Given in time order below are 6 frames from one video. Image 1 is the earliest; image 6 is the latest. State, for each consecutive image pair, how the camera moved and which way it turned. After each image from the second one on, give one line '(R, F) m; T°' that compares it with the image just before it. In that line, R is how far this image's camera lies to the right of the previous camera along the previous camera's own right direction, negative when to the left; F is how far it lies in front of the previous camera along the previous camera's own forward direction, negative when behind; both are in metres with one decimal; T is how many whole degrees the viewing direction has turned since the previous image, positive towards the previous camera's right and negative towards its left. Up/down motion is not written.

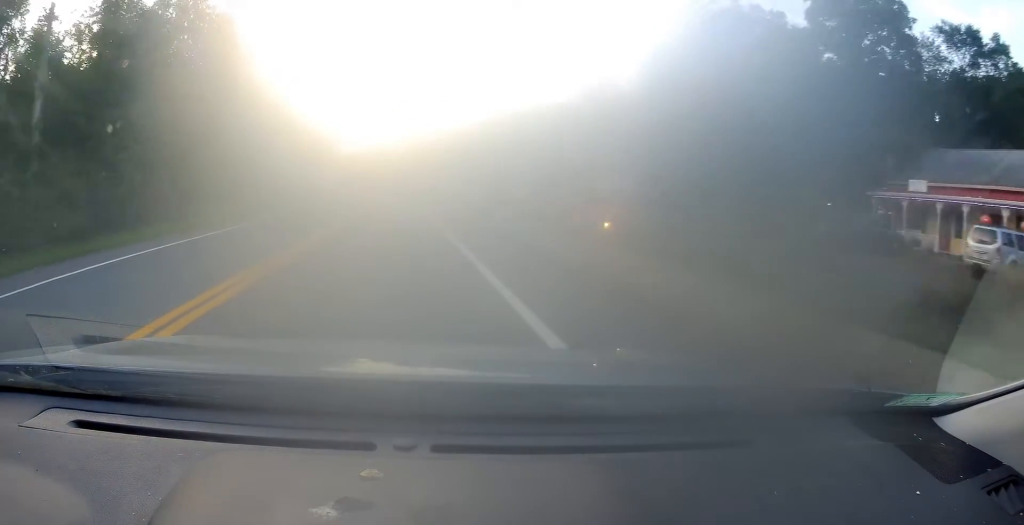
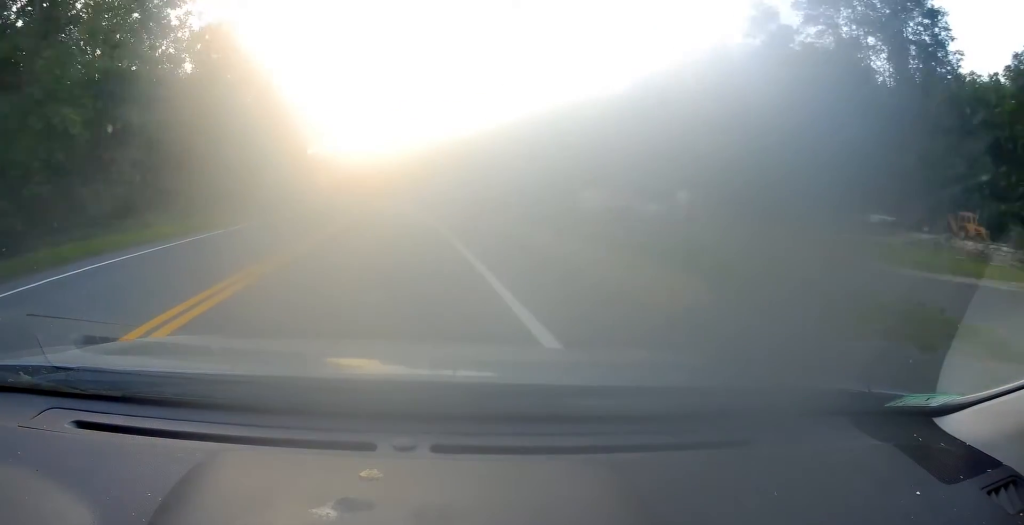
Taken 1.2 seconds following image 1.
(-0.6, +24.3) m; -3°
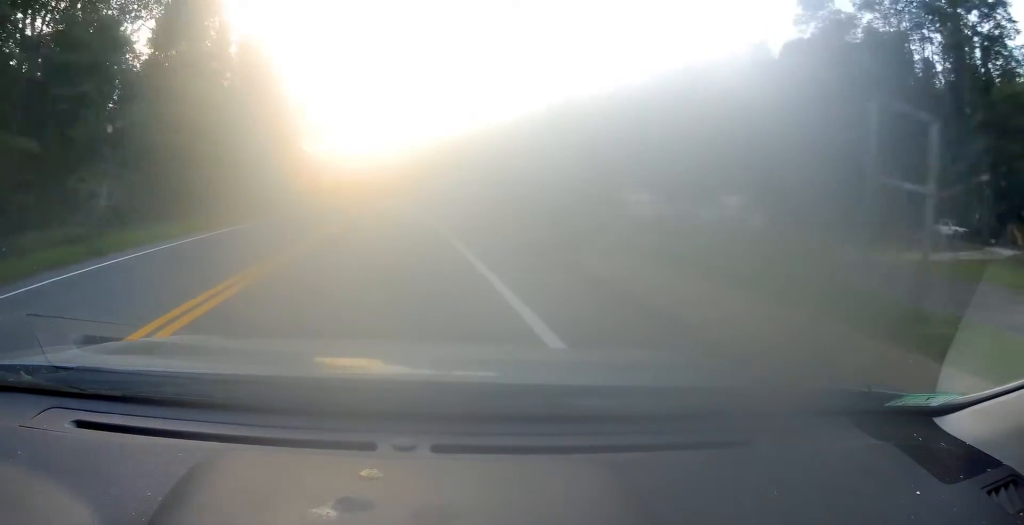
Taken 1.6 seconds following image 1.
(-0.3, +8.7) m; -1°
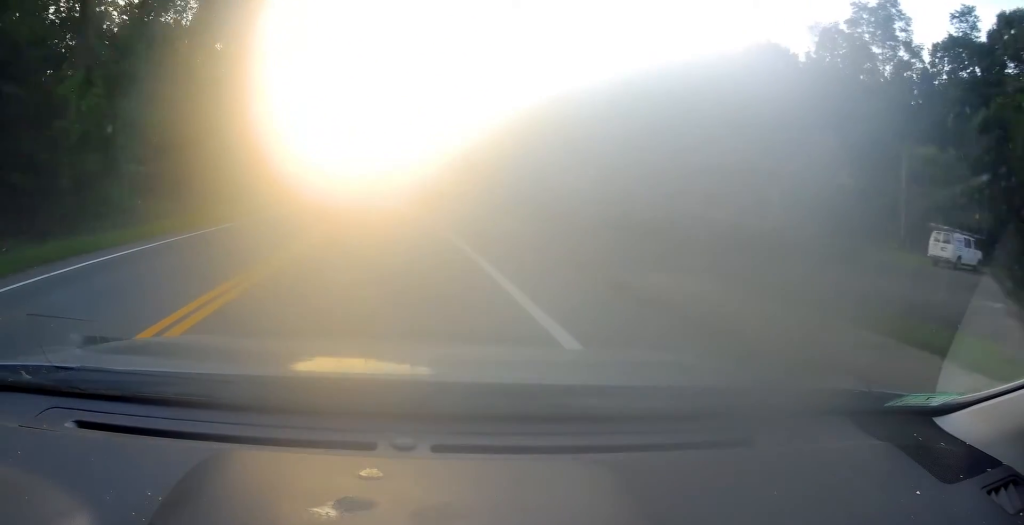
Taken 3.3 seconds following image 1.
(-0.1, +33.4) m; -3°
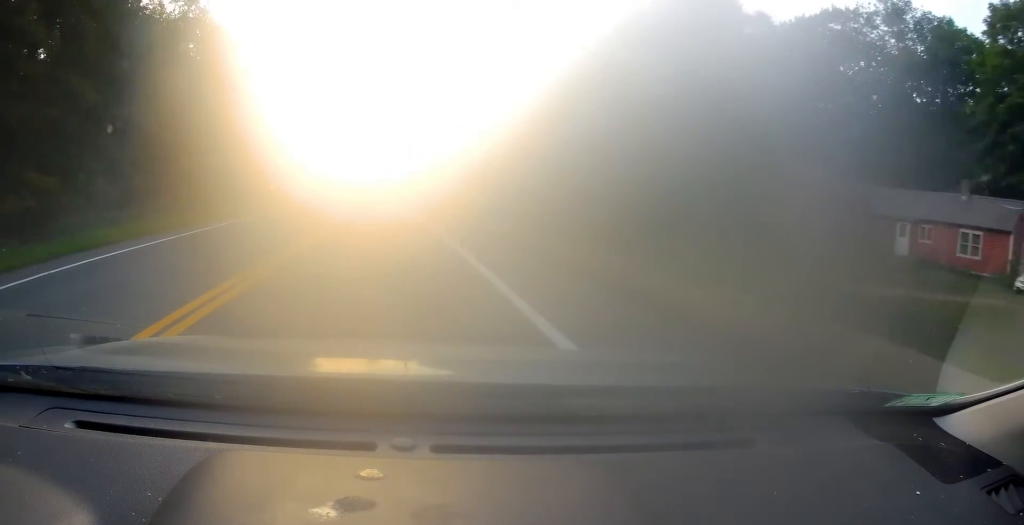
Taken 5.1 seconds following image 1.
(-2.5, +34.1) m; -8°
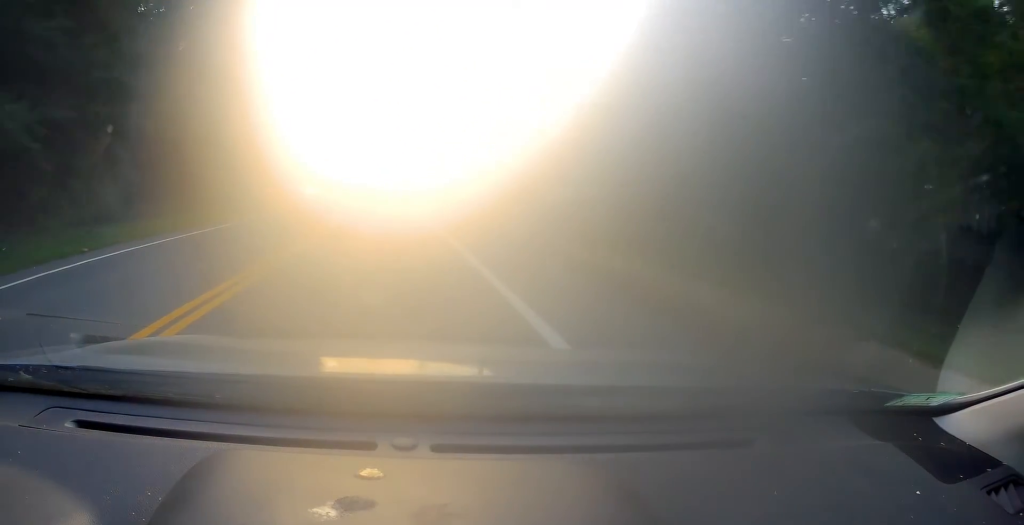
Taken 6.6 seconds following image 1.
(-0.5, +29.6) m; -2°
